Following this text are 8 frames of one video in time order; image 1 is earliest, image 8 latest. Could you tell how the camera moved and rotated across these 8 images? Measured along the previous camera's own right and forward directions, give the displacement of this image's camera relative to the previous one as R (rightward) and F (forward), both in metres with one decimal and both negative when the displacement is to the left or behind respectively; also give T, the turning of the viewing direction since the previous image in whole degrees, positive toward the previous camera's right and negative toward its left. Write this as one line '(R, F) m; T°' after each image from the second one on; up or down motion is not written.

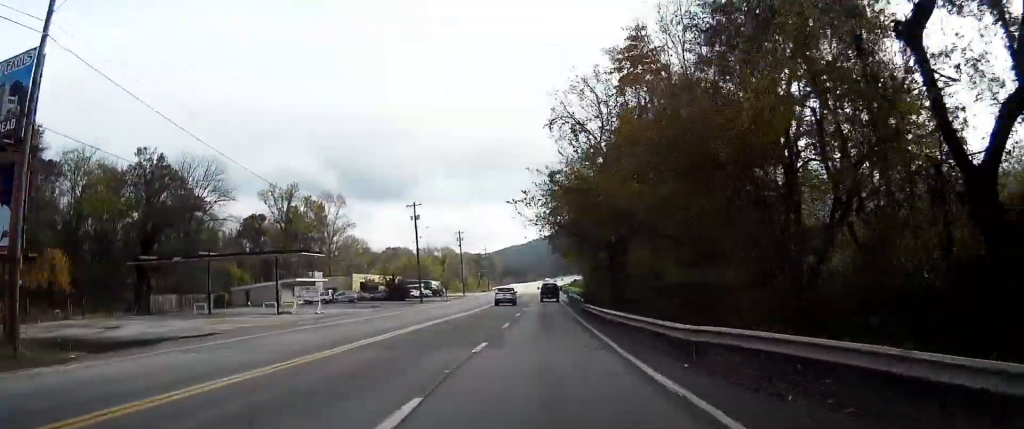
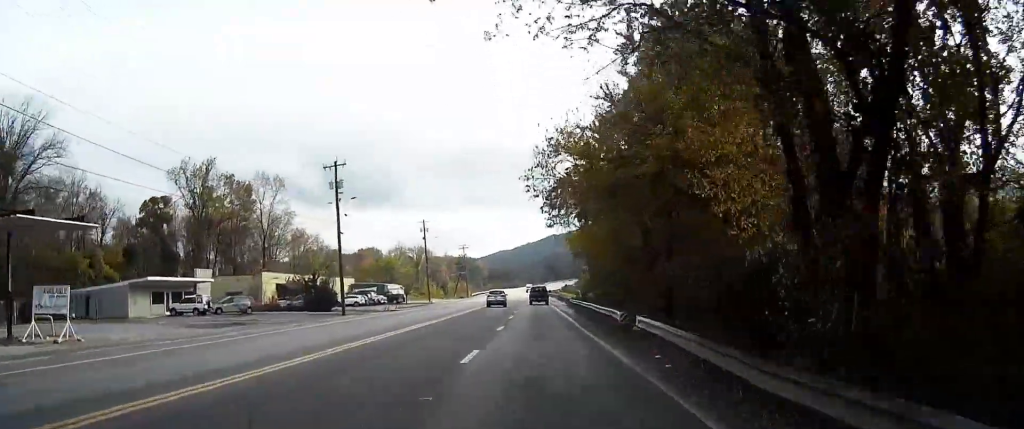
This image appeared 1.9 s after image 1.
(+0.4, +38.2) m; +1°
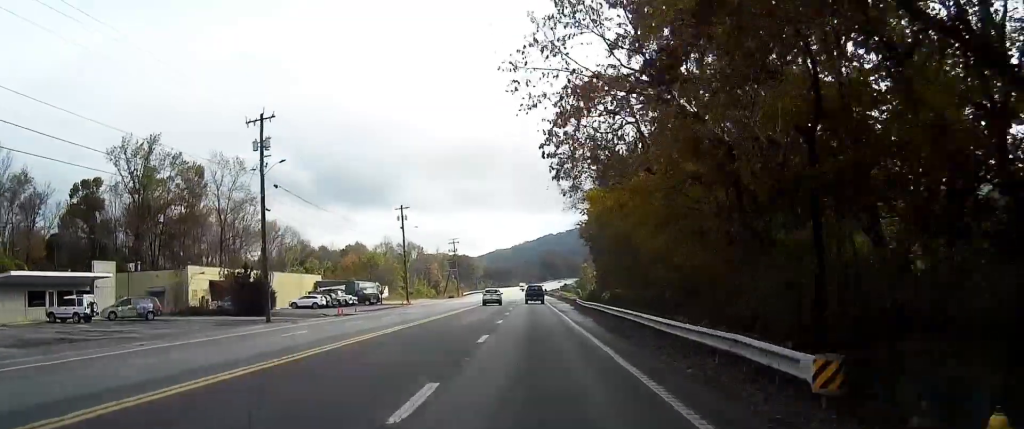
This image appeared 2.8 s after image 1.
(0.0, +19.9) m; 0°
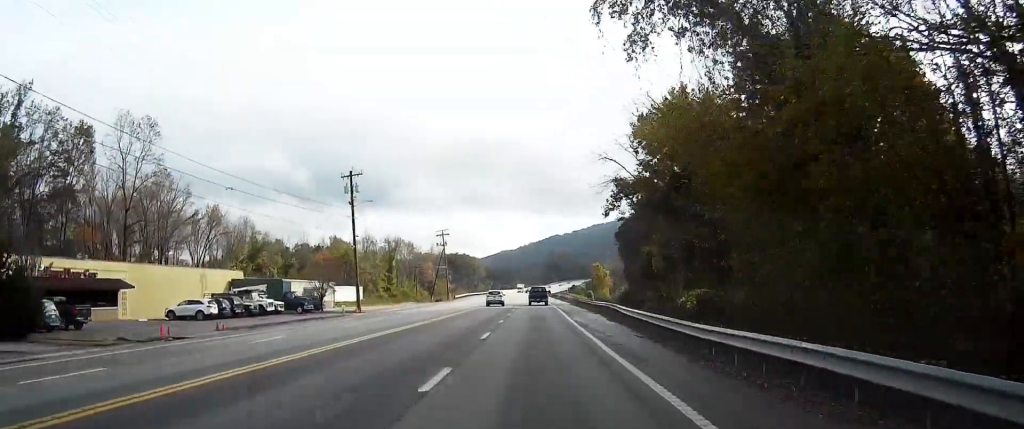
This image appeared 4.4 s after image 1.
(0.0, +34.4) m; 0°
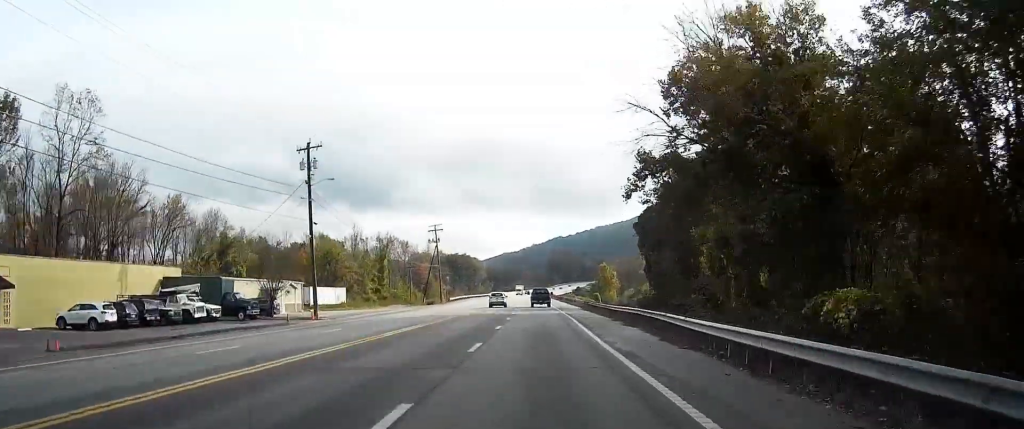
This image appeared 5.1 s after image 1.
(0.0, +16.4) m; 0°
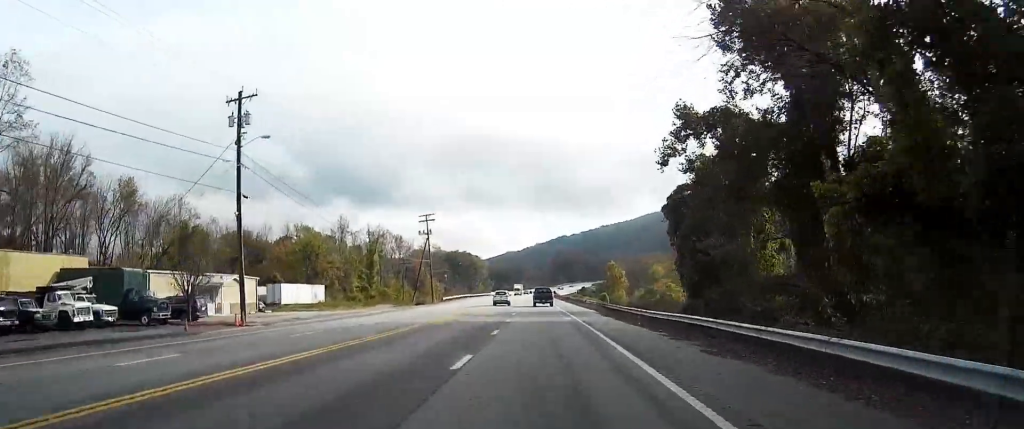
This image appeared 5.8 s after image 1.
(0.0, +16.7) m; 0°
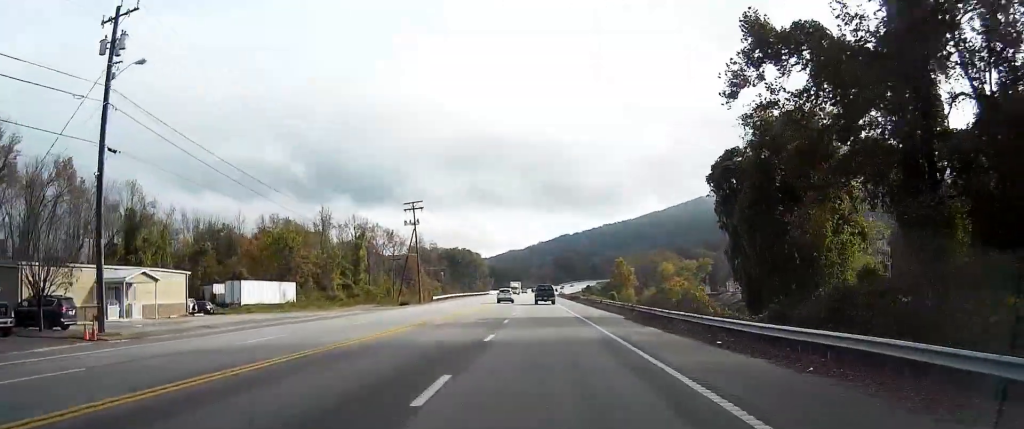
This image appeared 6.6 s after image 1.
(+0.1, +17.0) m; -3°
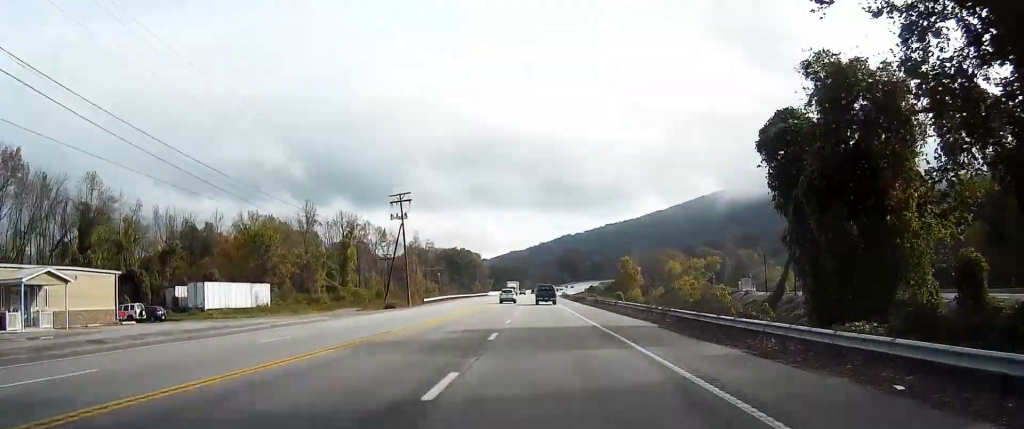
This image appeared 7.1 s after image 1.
(-0.2, +11.6) m; -1°
